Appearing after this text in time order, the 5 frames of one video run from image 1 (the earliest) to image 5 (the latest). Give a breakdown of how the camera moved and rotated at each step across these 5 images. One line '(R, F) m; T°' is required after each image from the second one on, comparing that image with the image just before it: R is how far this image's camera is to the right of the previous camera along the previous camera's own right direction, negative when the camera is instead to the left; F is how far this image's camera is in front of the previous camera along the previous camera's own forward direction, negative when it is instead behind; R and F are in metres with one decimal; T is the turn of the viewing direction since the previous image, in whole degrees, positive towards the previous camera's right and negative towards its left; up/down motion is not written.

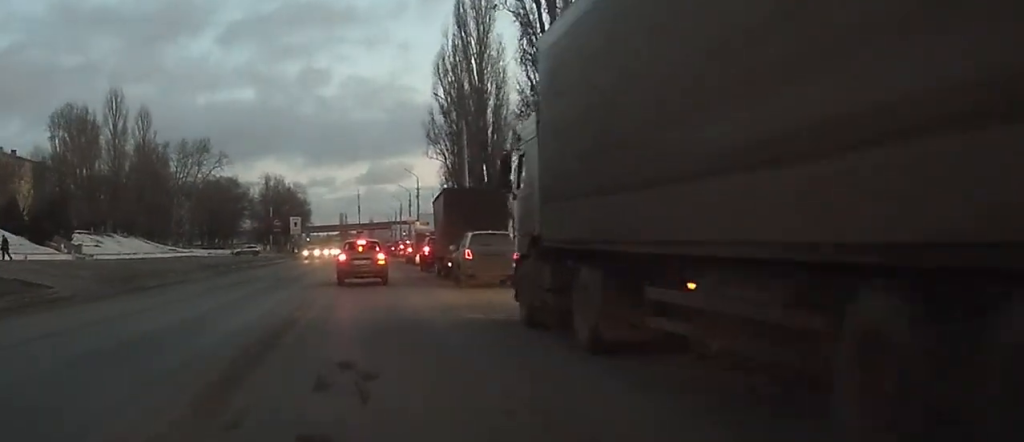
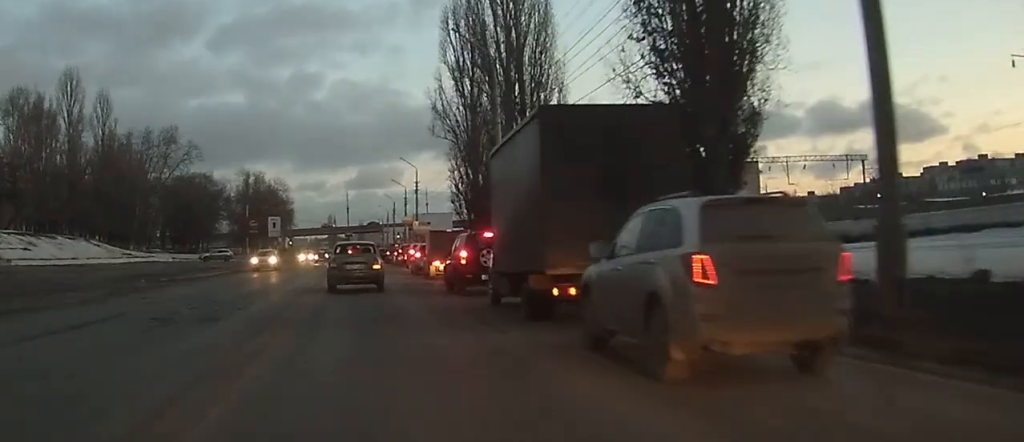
(+0.2, +19.2) m; 0°
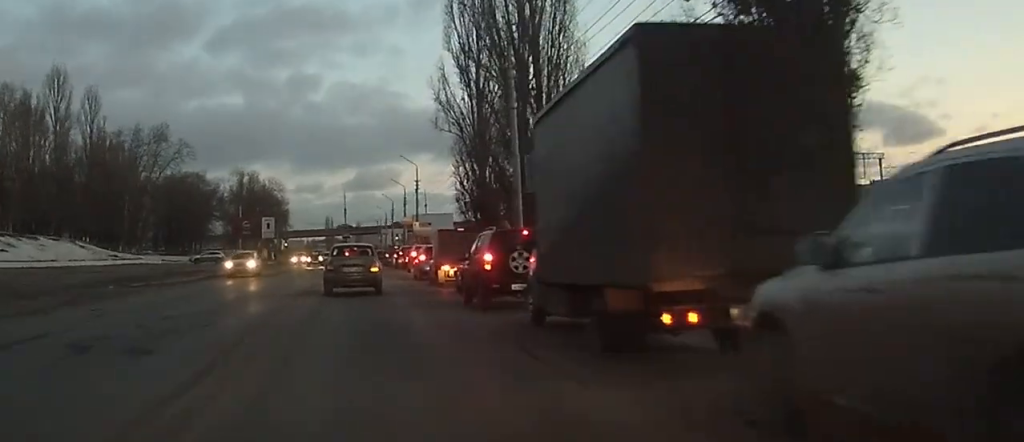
(0.0, +4.9) m; -1°
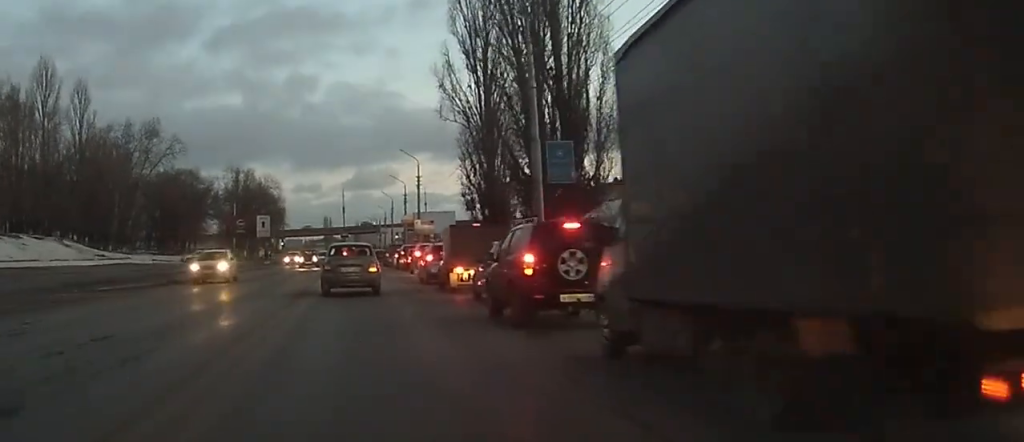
(-0.1, +4.5) m; -1°
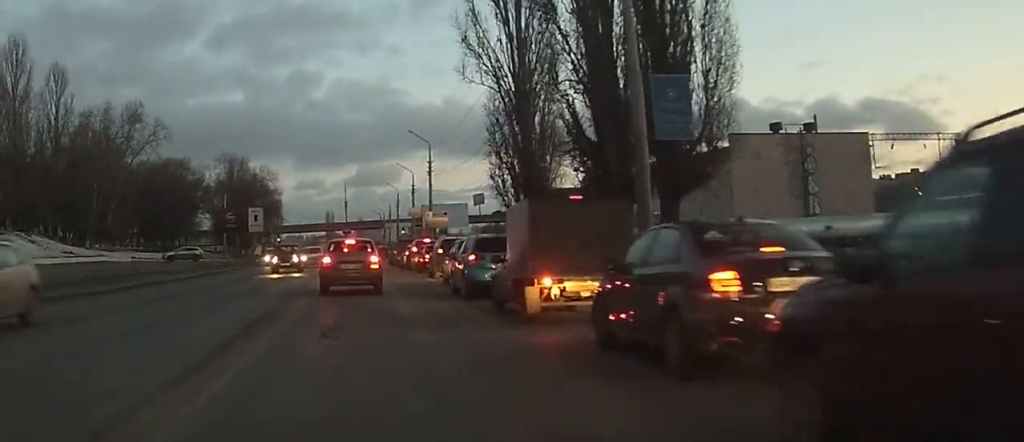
(-0.1, +11.6) m; 0°
